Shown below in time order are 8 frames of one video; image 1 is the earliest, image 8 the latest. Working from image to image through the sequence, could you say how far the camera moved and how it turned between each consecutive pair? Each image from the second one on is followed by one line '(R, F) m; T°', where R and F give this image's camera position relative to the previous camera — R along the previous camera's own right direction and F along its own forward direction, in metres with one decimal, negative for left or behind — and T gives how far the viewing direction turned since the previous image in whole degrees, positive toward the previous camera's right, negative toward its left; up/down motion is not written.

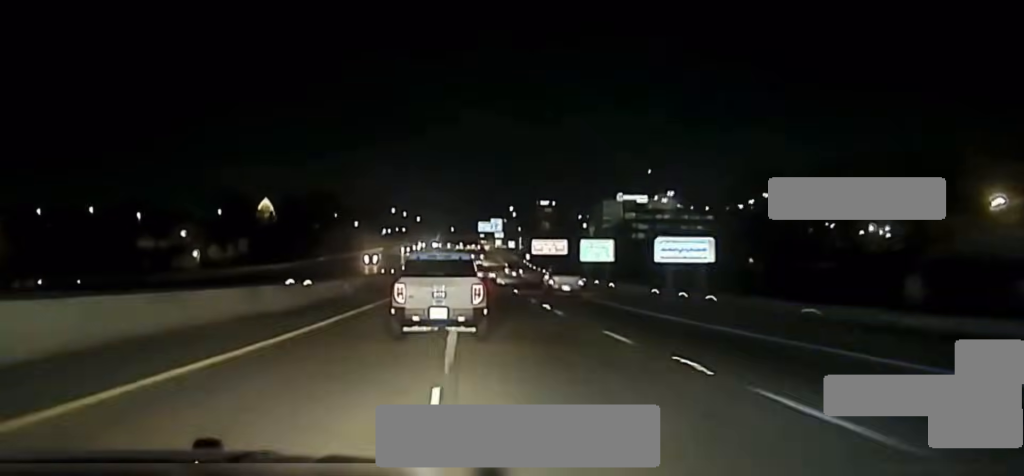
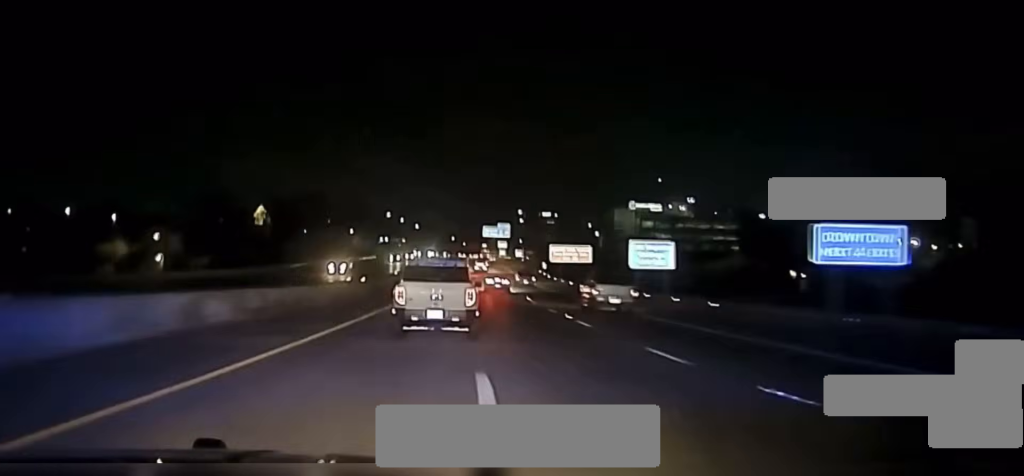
(+0.2, +27.8) m; 0°
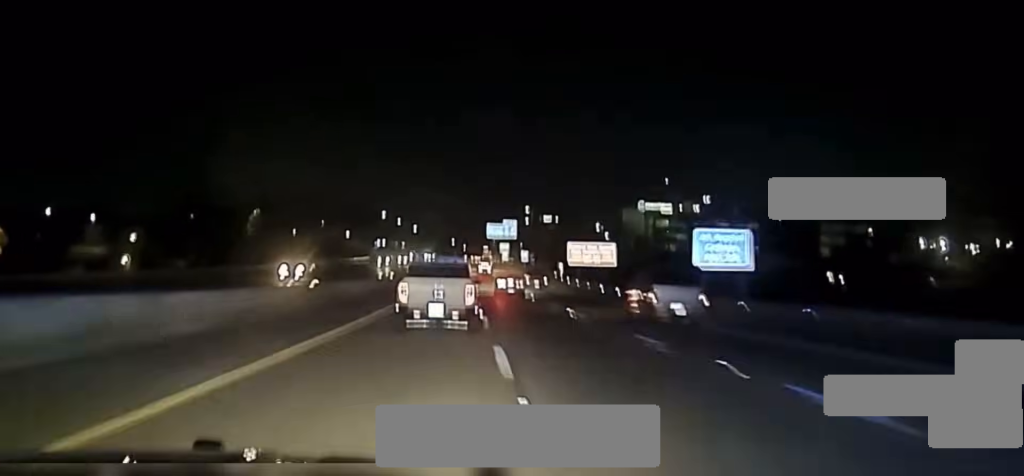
(+0.1, +19.2) m; 0°
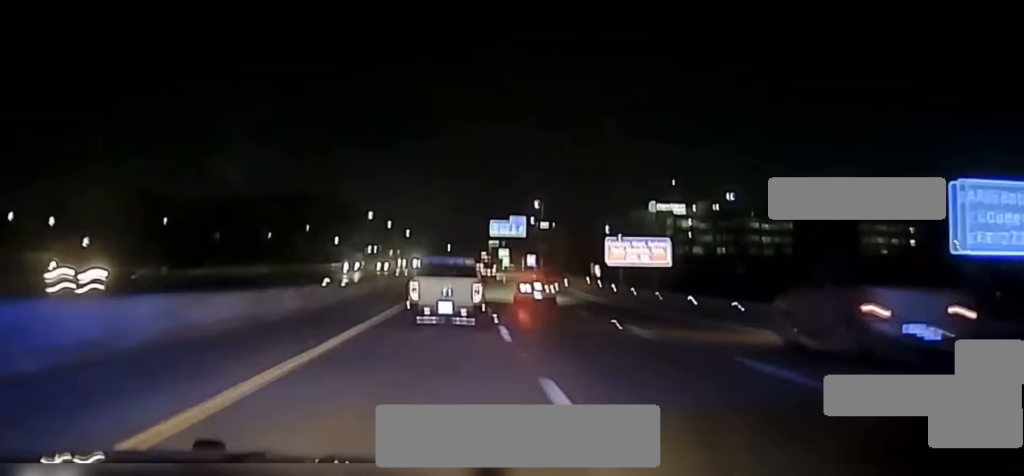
(+0.1, +29.1) m; 0°
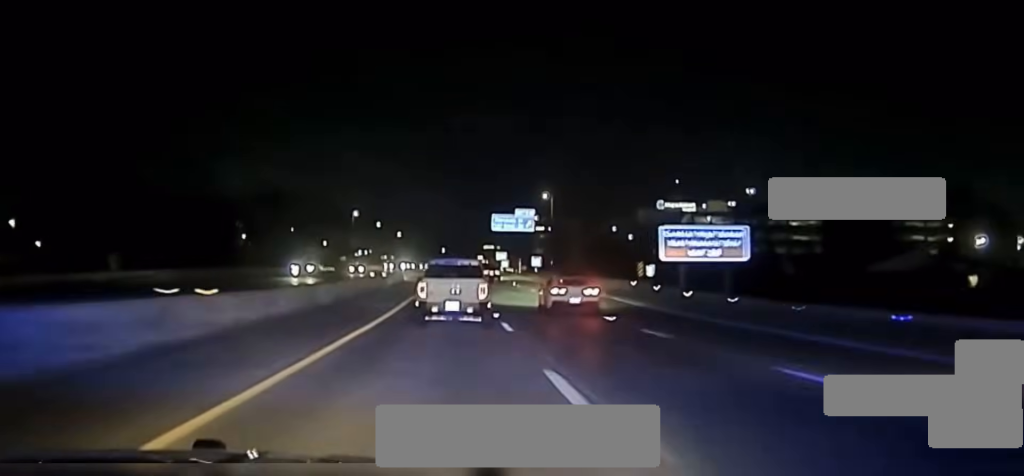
(-0.1, +22.3) m; 0°
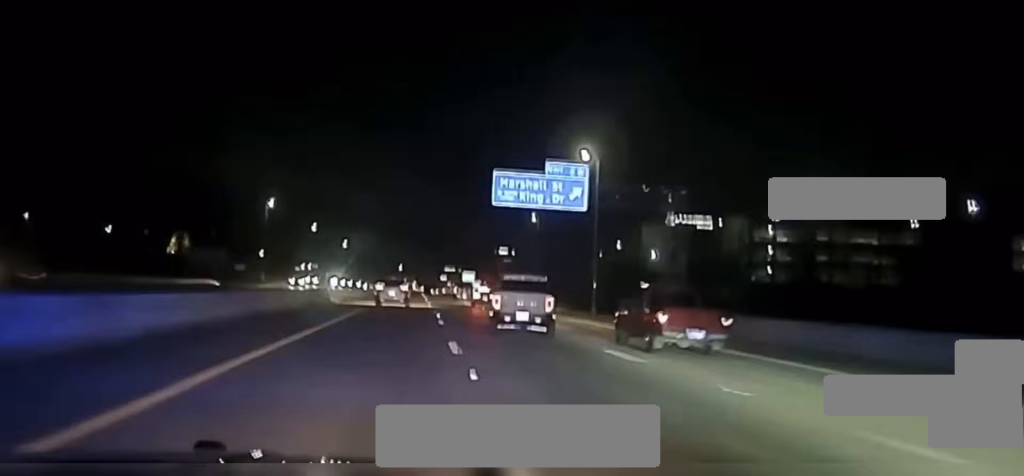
(+0.8, +63.5) m; +1°
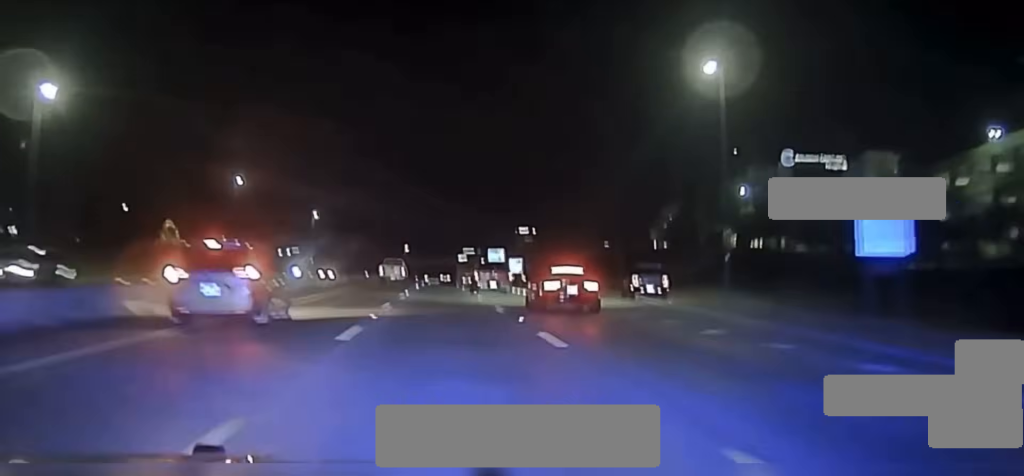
(+0.5, +81.0) m; +3°
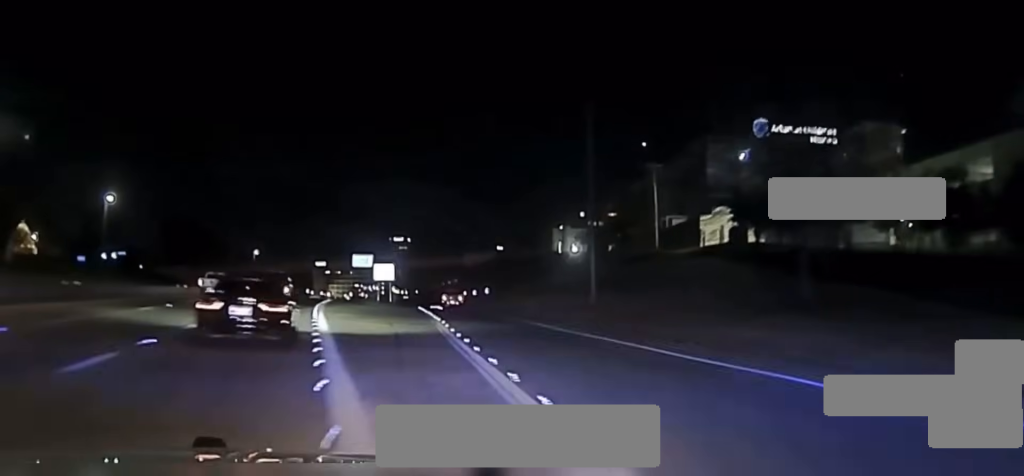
(+3.5, +51.0) m; +5°
